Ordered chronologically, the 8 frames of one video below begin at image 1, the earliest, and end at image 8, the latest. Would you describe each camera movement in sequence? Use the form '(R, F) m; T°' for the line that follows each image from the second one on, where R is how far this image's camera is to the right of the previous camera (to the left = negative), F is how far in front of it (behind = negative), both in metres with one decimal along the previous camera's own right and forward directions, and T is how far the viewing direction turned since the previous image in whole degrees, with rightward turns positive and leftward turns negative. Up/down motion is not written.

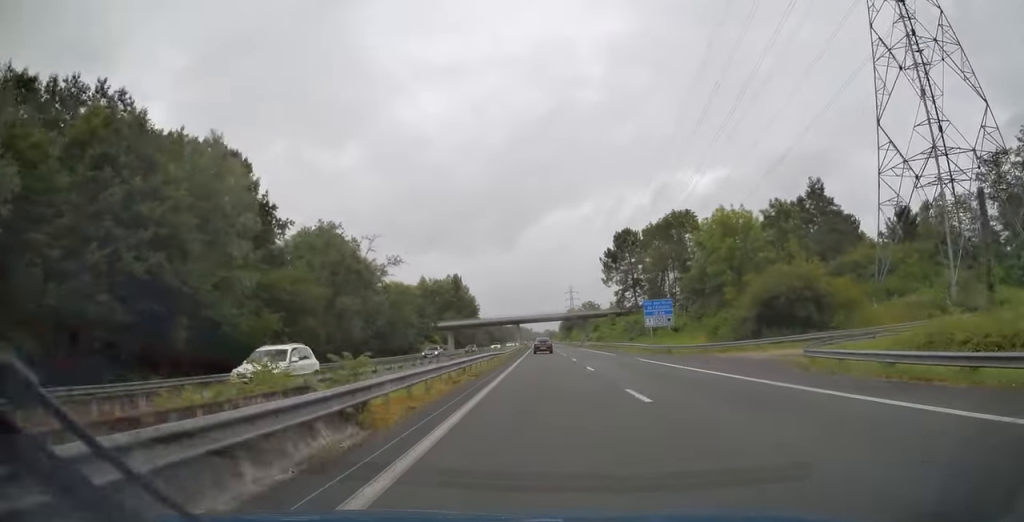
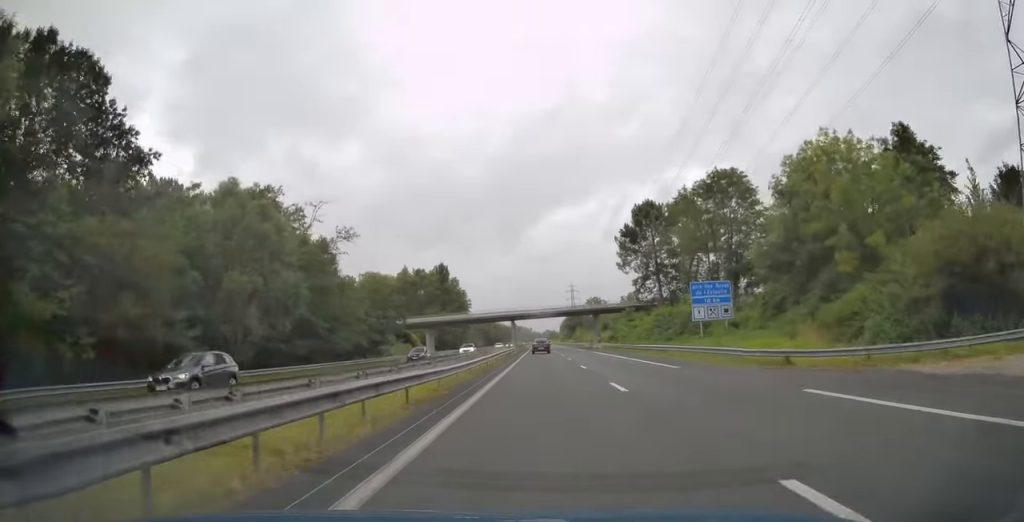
(0.0, +22.2) m; 0°
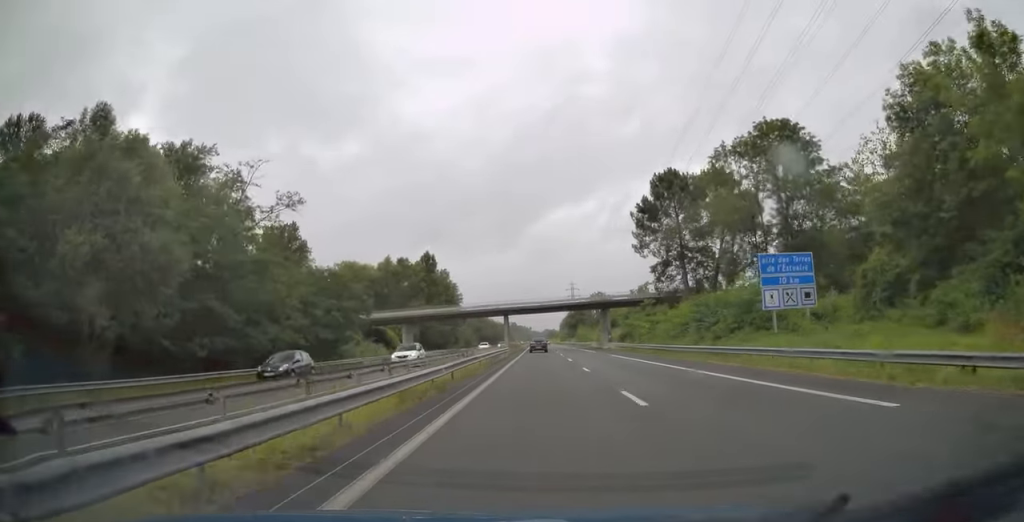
(0.0, +18.0) m; 0°
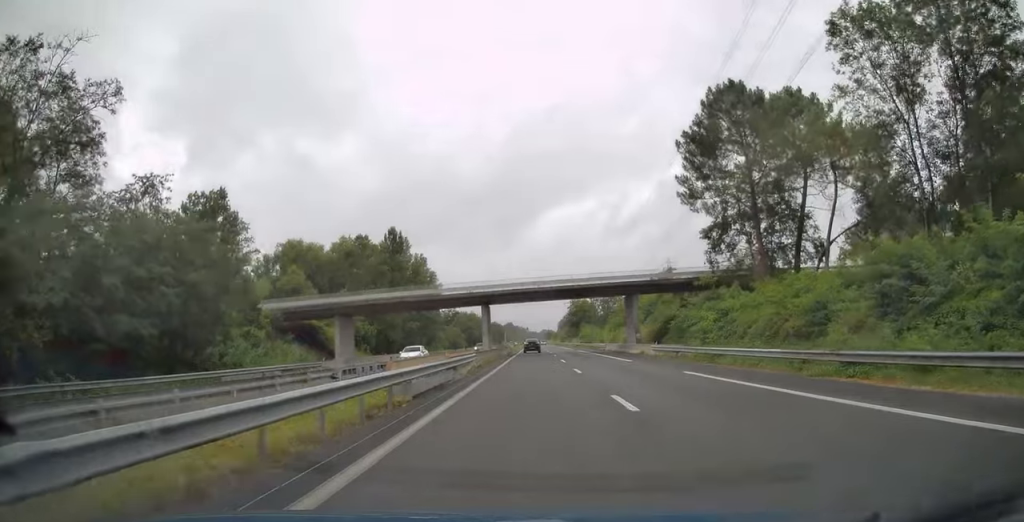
(+0.1, +28.7) m; 0°
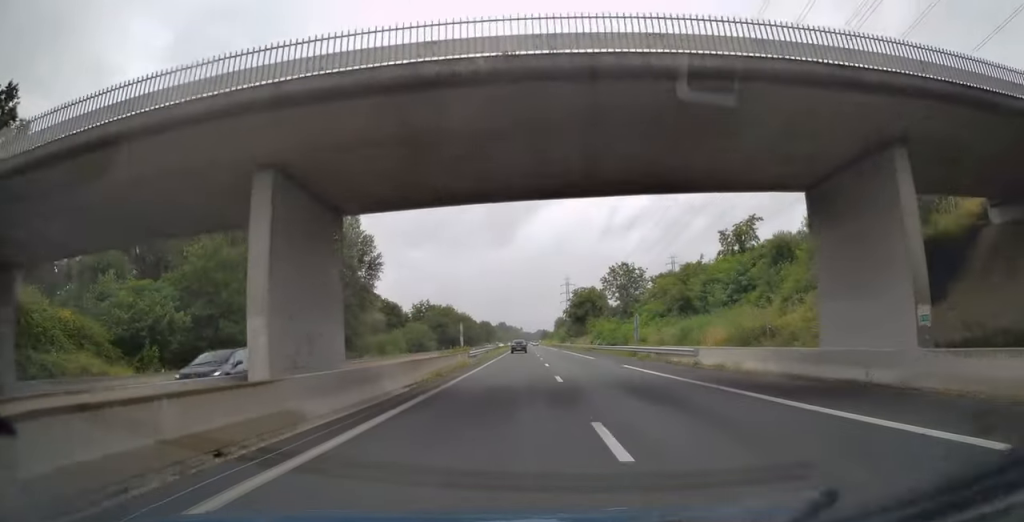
(+0.2, +45.9) m; 0°
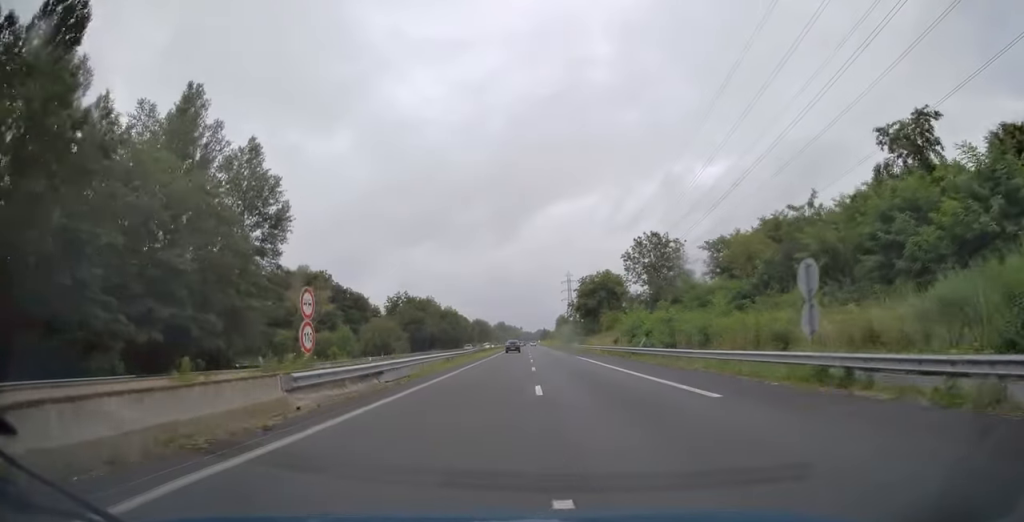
(0.0, +31.8) m; 0°
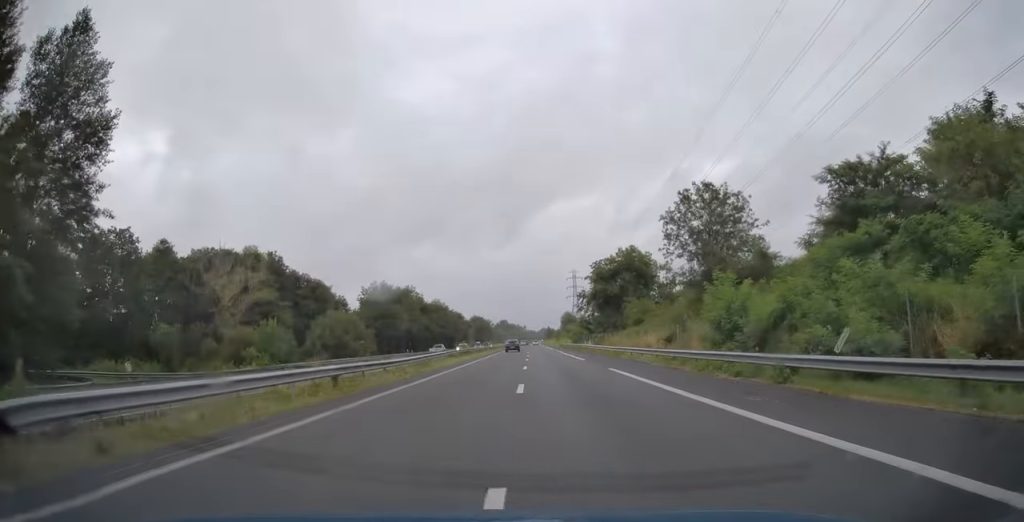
(0.0, +26.1) m; 0°
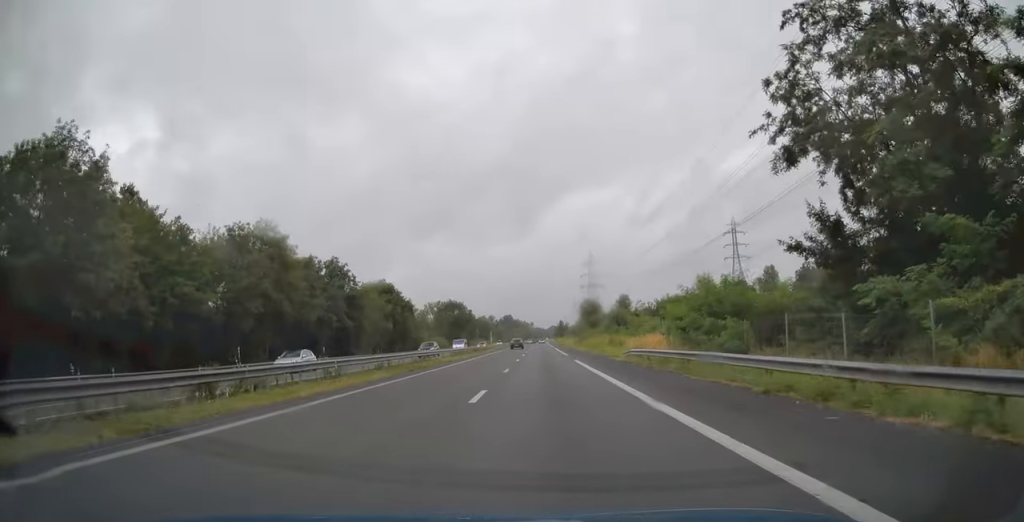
(-0.4, +94.8) m; -1°
